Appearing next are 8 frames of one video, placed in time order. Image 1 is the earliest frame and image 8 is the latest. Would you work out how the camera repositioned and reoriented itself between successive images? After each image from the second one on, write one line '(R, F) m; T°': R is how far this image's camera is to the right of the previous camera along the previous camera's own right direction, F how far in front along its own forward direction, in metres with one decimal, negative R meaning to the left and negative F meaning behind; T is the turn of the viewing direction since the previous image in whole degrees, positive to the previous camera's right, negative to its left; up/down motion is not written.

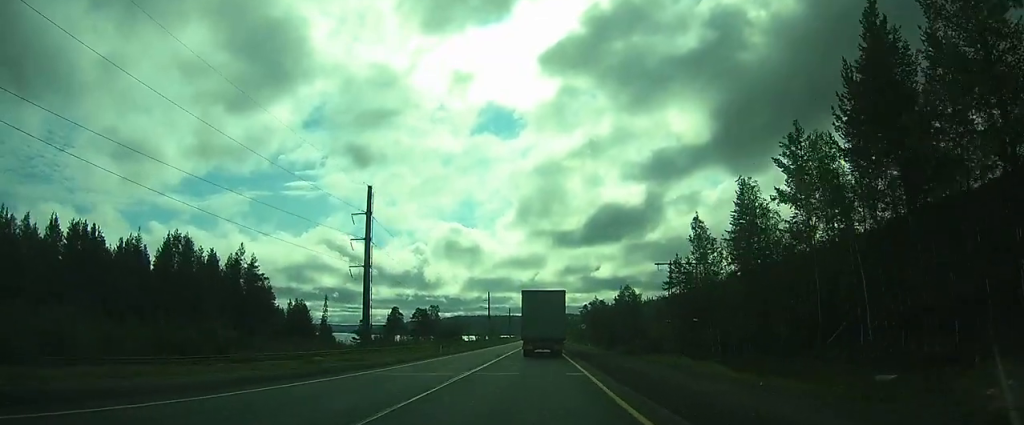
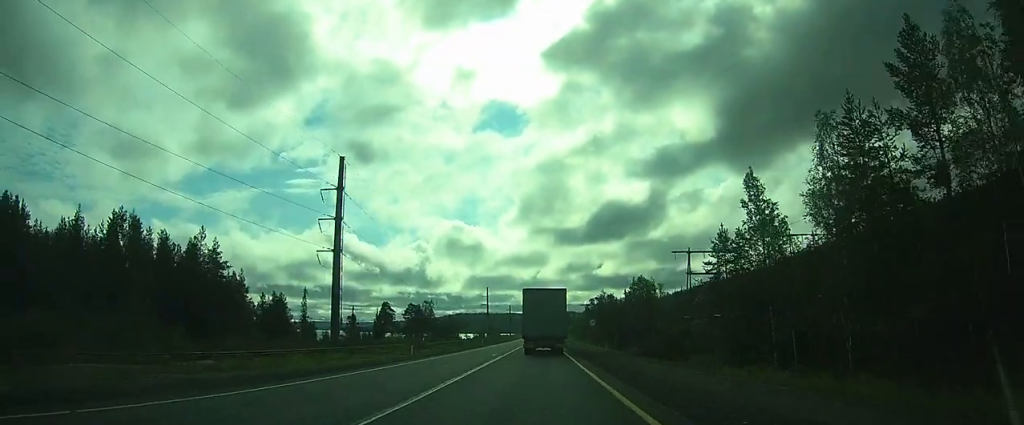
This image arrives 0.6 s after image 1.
(0.0, +13.1) m; 0°
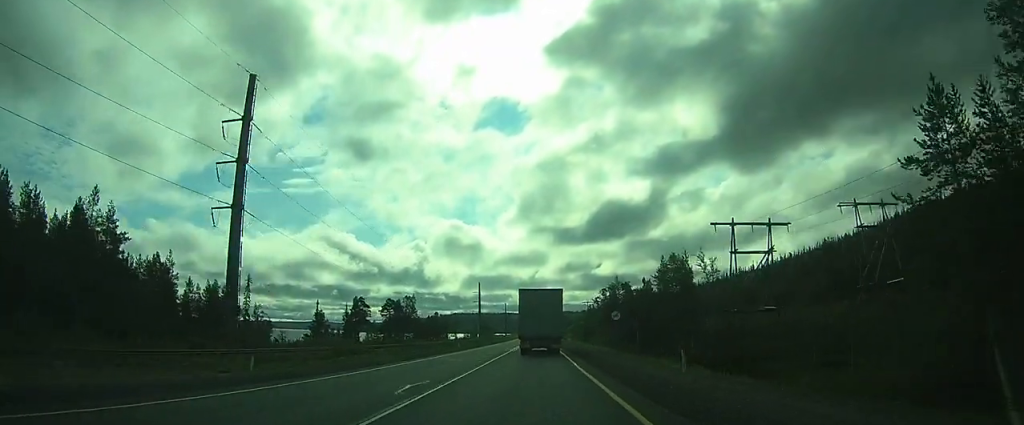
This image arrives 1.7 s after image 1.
(0.0, +23.8) m; -1°
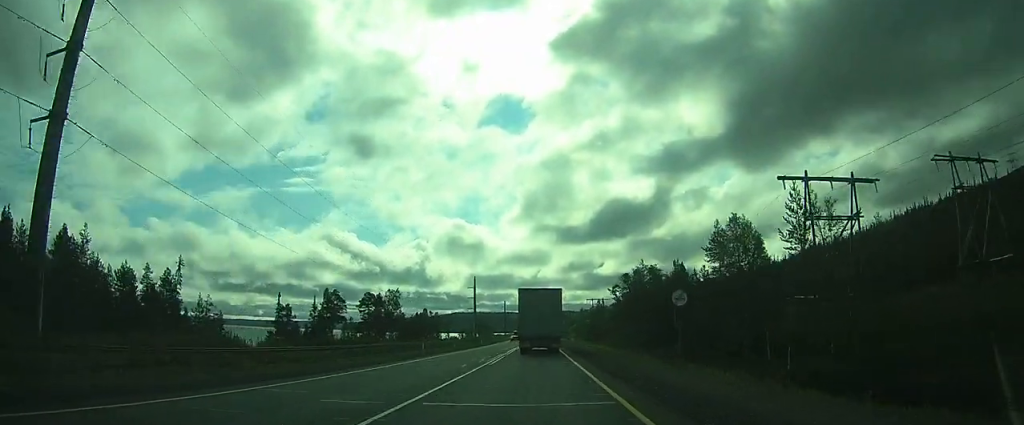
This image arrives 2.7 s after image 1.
(-0.2, +20.9) m; -1°
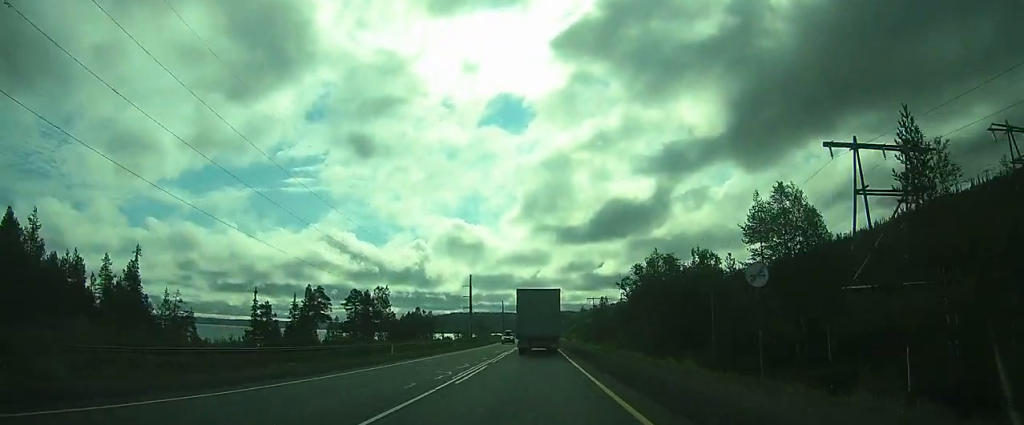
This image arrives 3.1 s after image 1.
(0.0, +9.4) m; 0°
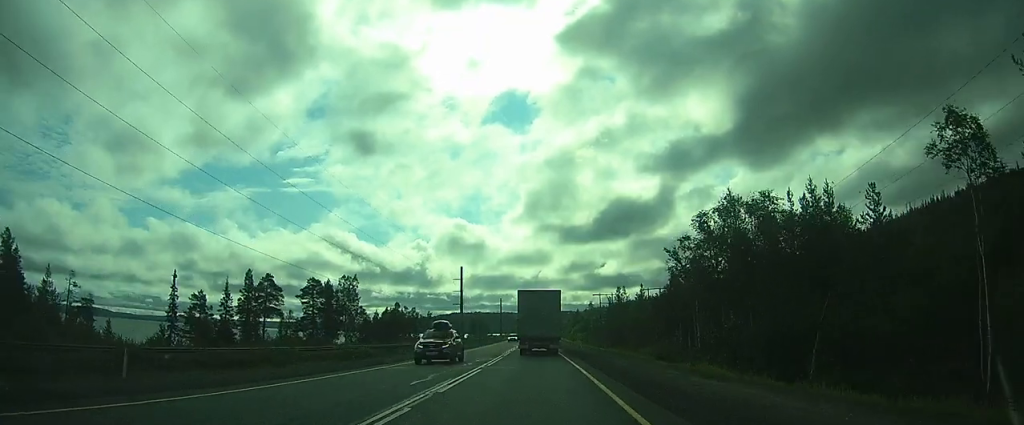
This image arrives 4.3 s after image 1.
(+0.2, +25.6) m; +1°
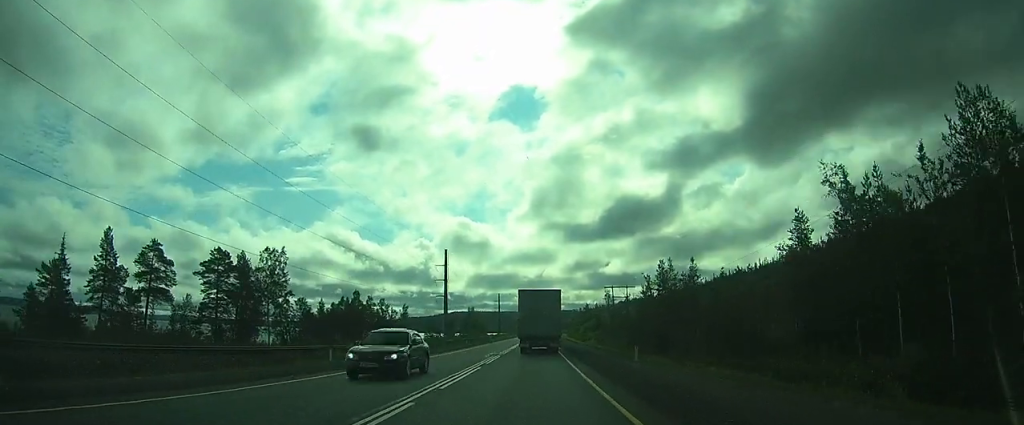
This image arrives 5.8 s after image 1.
(+0.3, +35.0) m; +1°
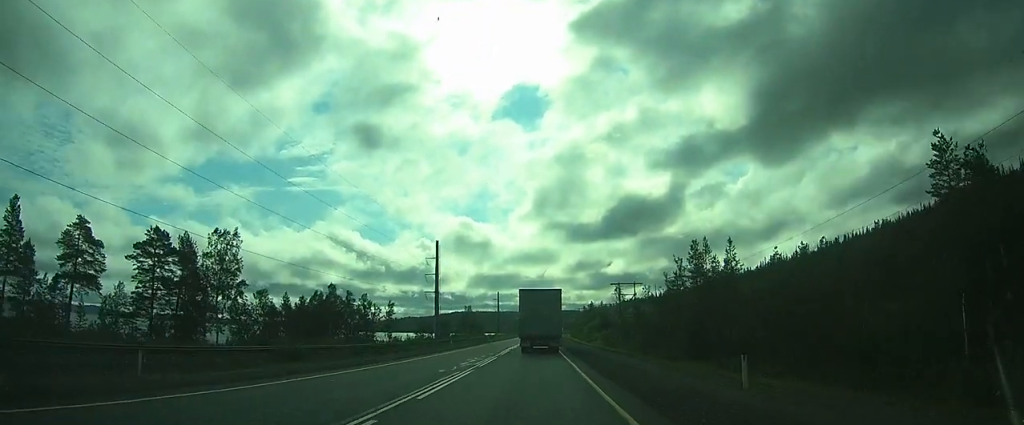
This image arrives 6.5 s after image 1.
(0.0, +14.4) m; 0°
